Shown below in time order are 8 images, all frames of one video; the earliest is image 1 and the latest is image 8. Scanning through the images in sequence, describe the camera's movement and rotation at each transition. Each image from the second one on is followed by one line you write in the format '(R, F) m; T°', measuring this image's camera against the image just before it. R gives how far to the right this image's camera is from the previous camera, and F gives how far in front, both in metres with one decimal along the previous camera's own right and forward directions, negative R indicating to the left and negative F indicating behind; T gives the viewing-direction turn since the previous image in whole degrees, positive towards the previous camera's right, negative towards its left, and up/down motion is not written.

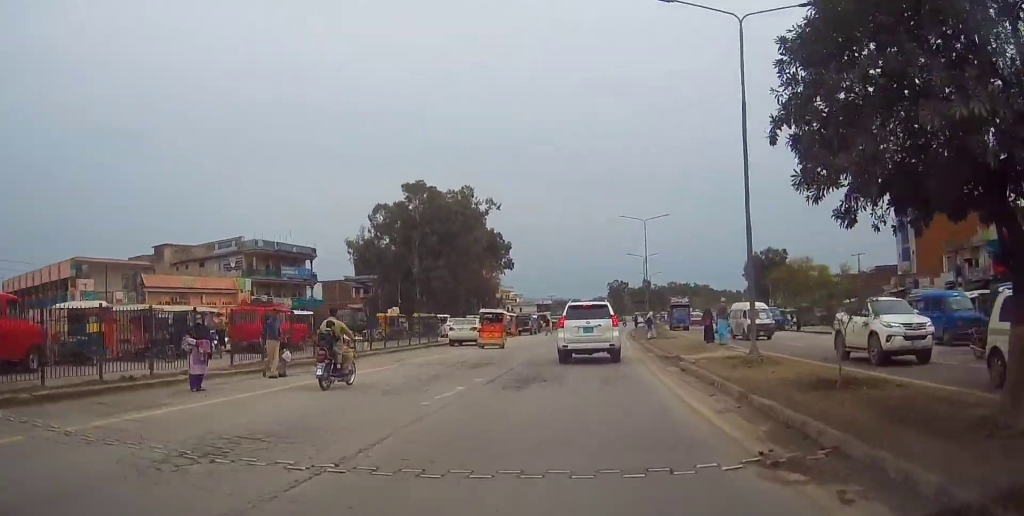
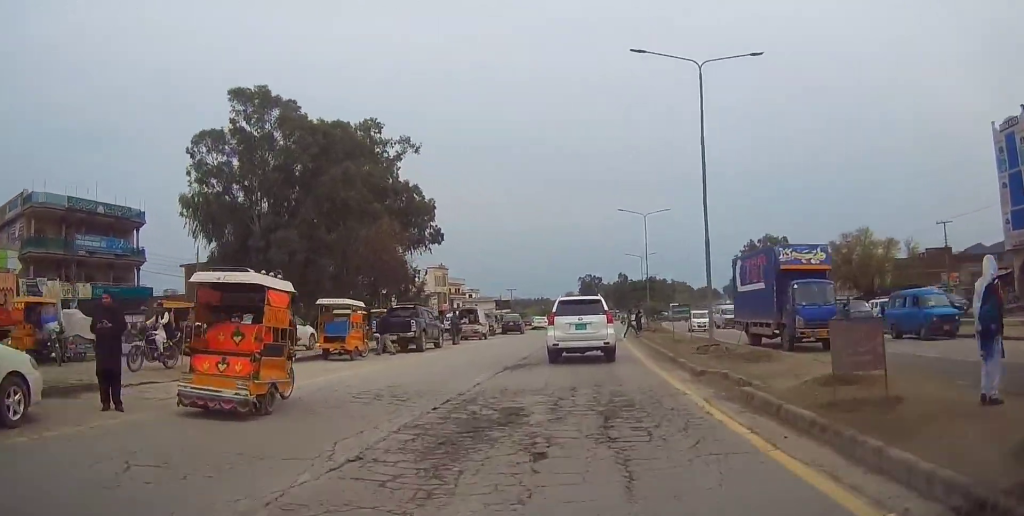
(+0.9, +31.9) m; +3°
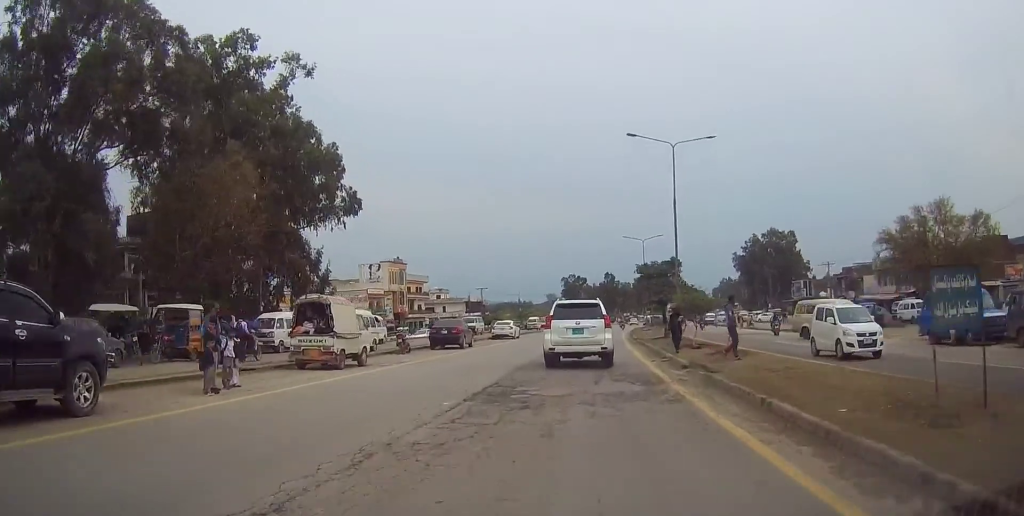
(-0.3, +21.2) m; 0°
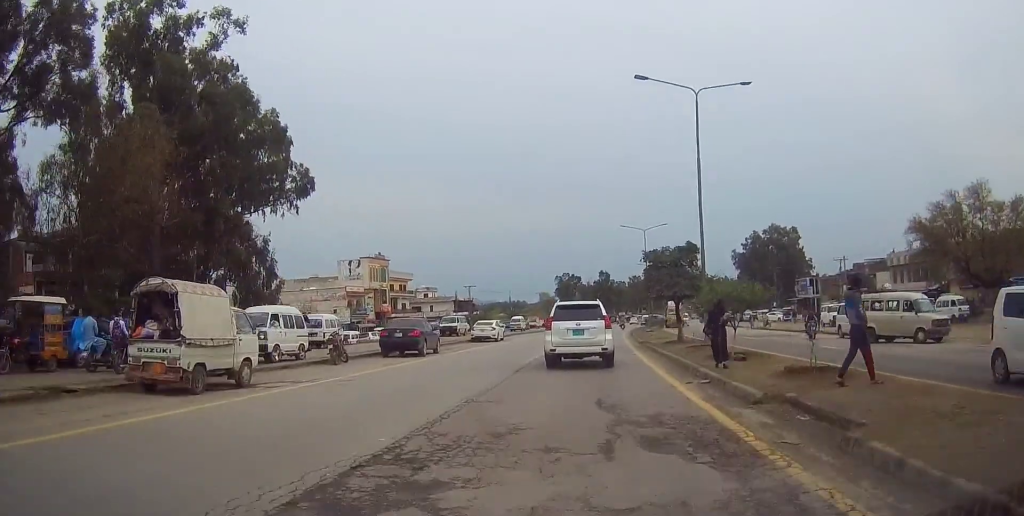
(-0.1, +7.5) m; +1°
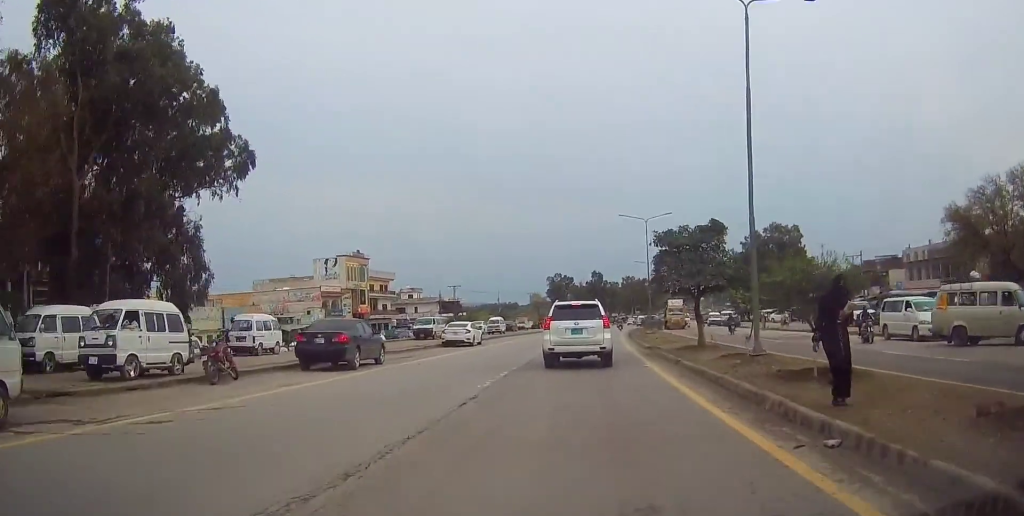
(+0.4, +7.0) m; +2°
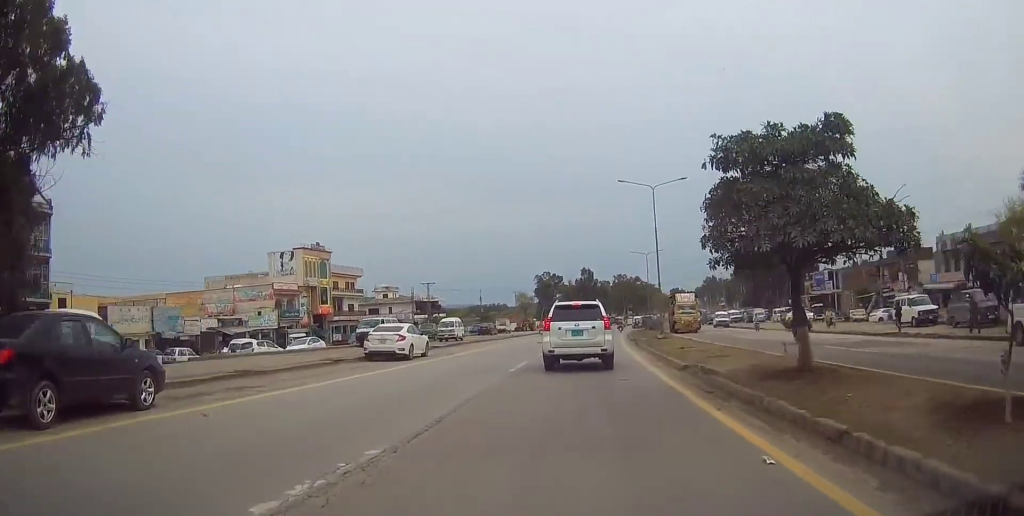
(+0.3, +12.1) m; +1°
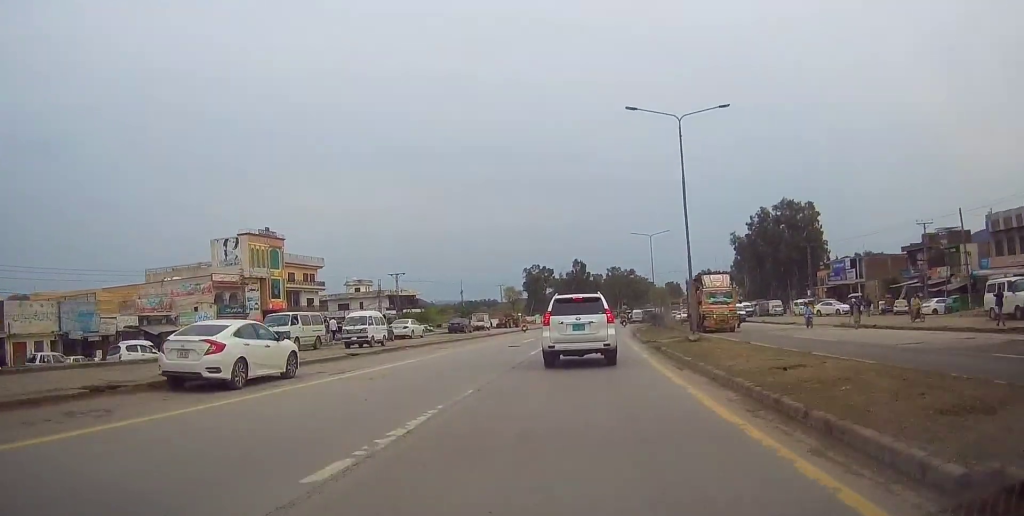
(0.0, +12.6) m; -1°
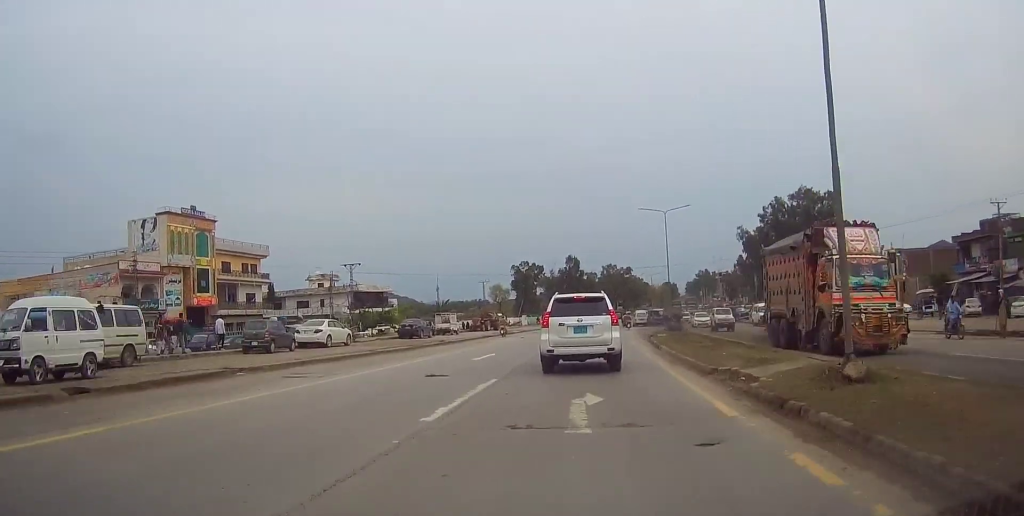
(-0.3, +15.1) m; +1°
